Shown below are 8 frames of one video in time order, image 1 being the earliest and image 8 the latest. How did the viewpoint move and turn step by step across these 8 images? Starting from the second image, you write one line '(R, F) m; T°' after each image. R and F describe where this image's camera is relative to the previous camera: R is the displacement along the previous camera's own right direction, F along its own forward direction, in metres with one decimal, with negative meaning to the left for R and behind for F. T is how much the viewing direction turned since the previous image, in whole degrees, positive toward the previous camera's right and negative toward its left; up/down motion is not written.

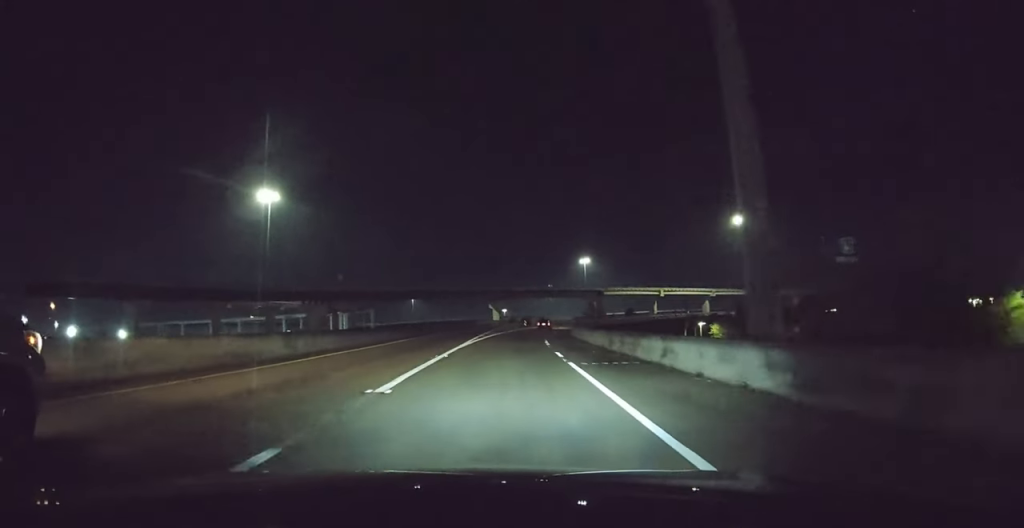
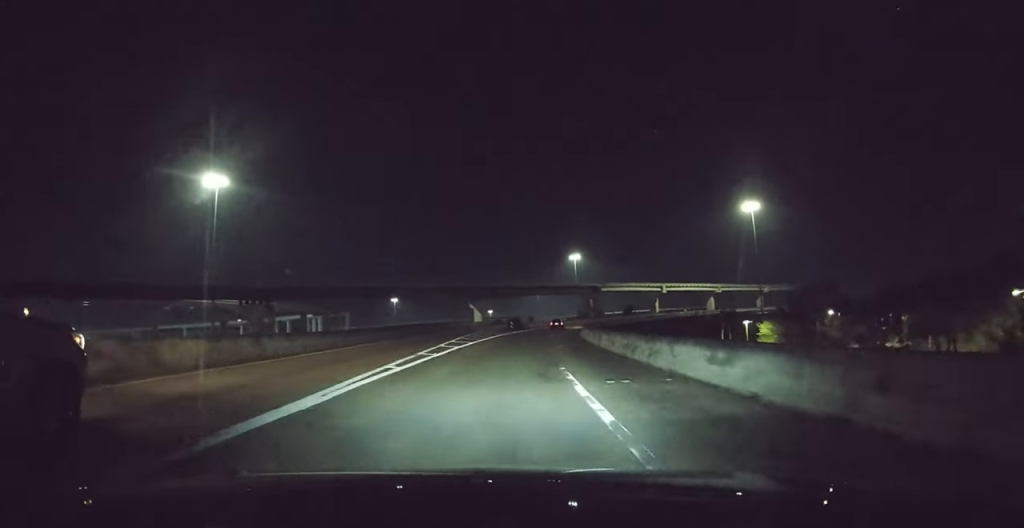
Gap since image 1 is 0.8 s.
(-0.1, +23.5) m; +2°
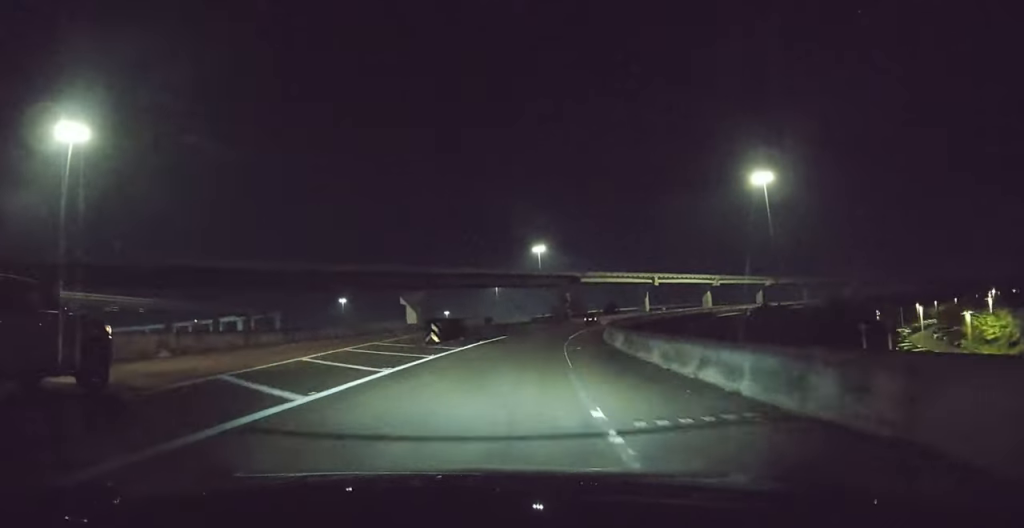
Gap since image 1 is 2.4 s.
(+1.8, +40.9) m; +4°
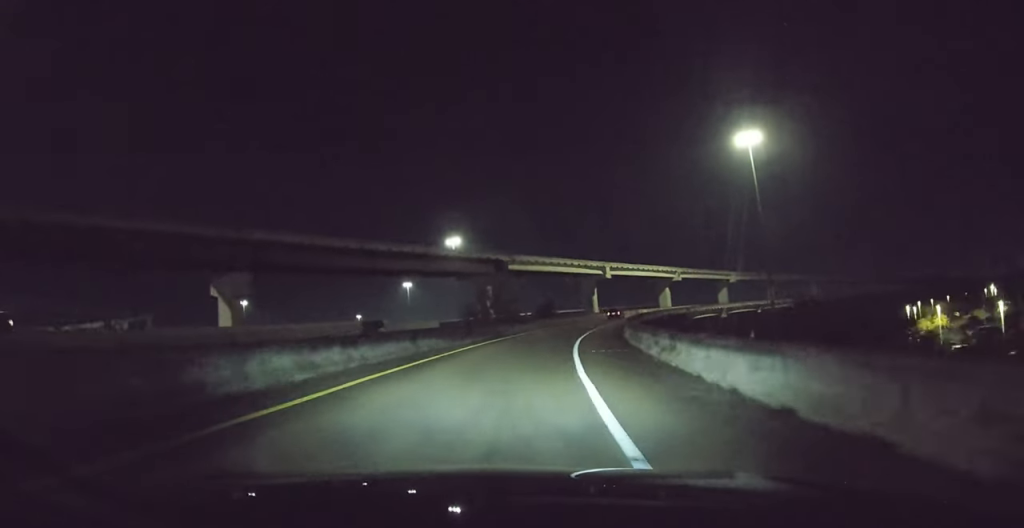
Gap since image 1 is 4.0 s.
(+1.8, +40.4) m; +9°
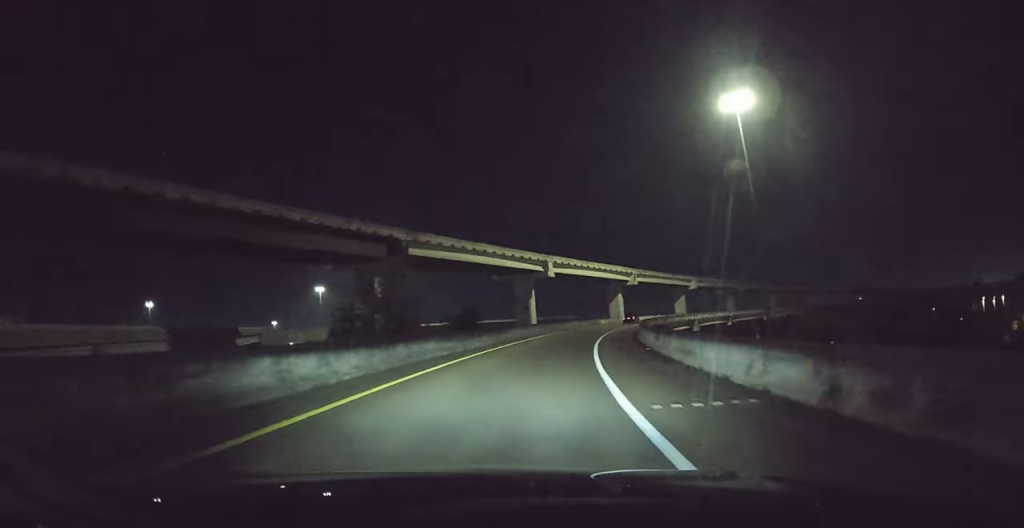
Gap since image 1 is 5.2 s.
(+2.6, +30.4) m; +9°
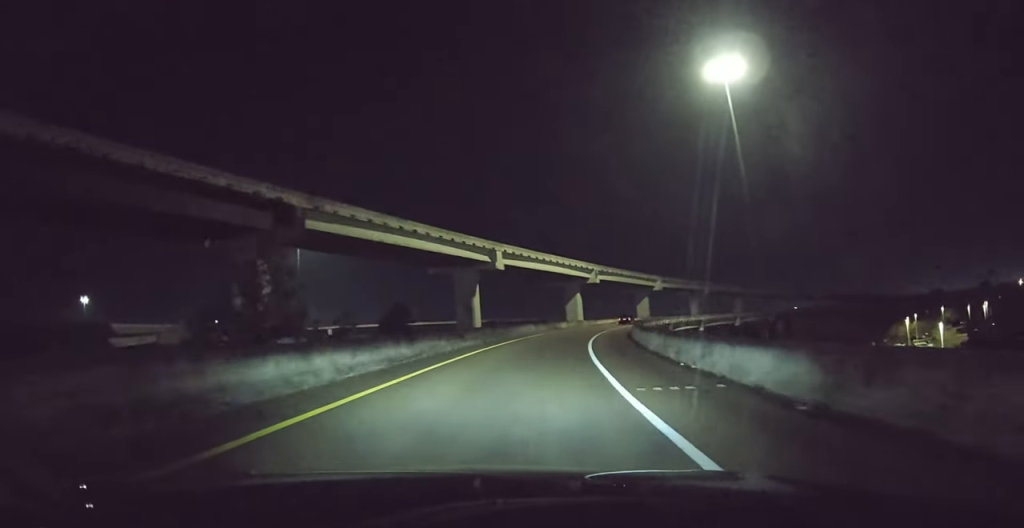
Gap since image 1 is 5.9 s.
(+0.6, +16.4) m; +4°
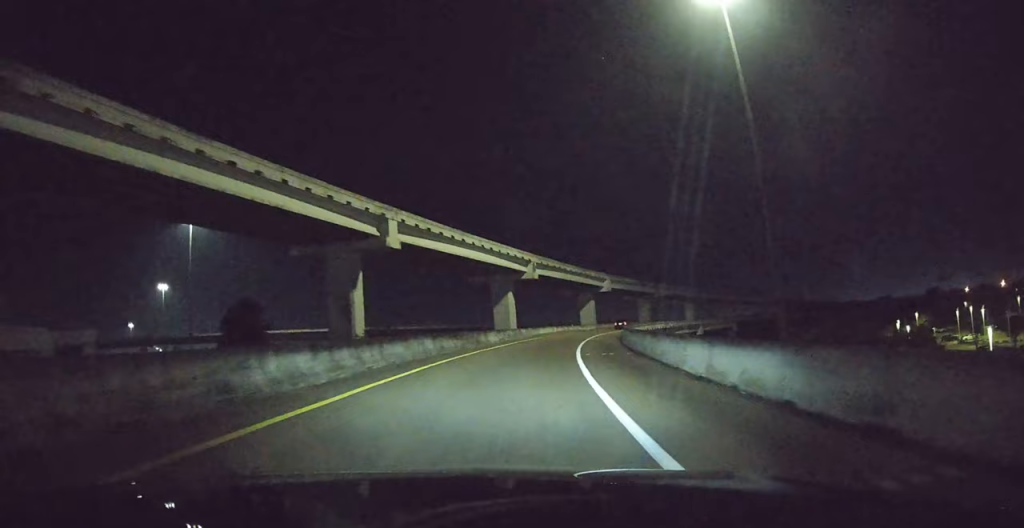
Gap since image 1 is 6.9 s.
(+1.5, +25.3) m; +7°
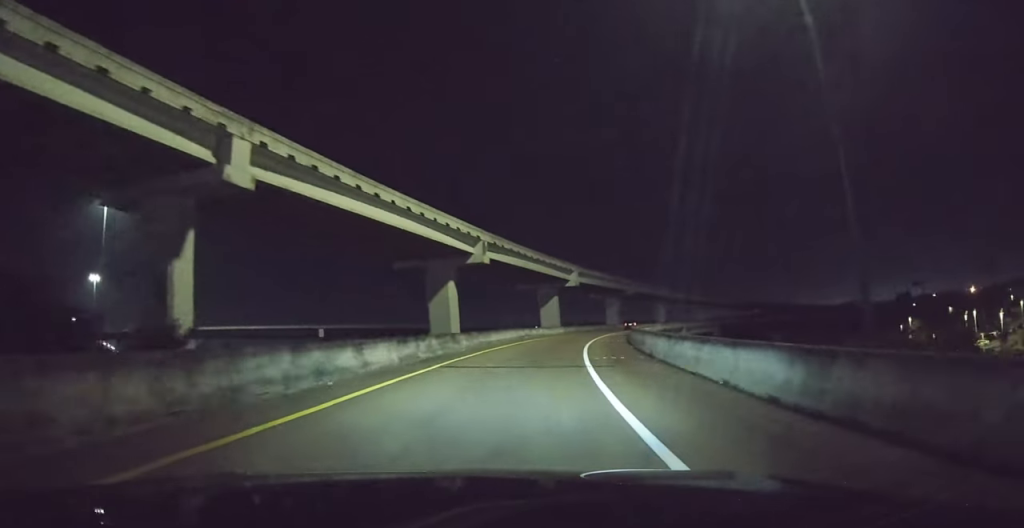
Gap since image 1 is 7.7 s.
(+1.1, +20.3) m; +5°
